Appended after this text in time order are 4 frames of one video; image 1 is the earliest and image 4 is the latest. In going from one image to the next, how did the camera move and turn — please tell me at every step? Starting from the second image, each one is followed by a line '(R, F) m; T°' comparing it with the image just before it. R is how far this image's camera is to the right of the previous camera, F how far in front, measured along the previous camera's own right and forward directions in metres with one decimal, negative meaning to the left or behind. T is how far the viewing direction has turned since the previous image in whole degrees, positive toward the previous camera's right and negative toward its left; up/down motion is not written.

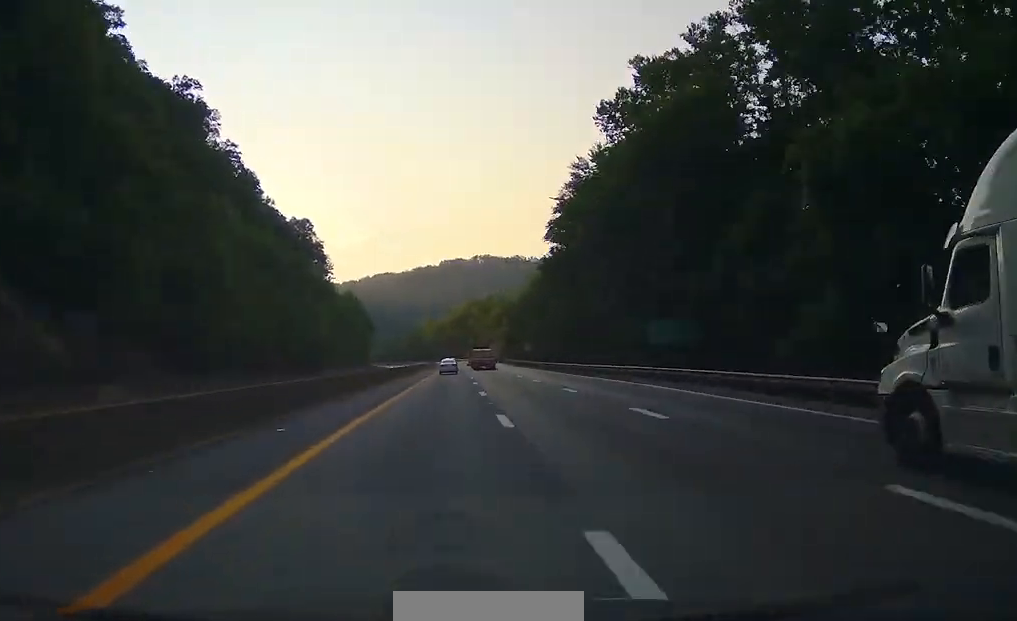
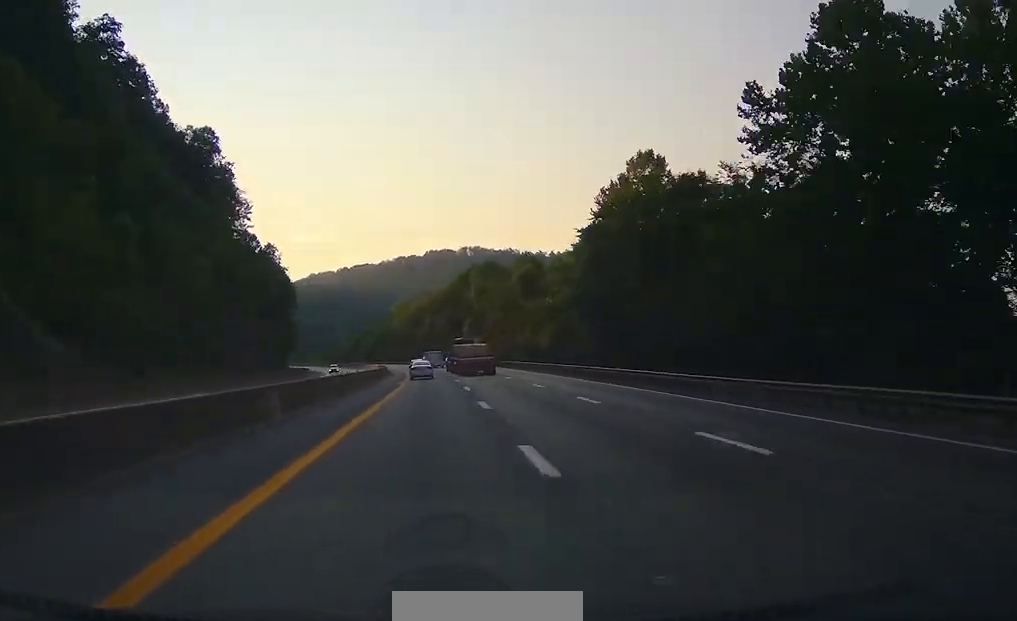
(+2.2, +125.7) m; -2°
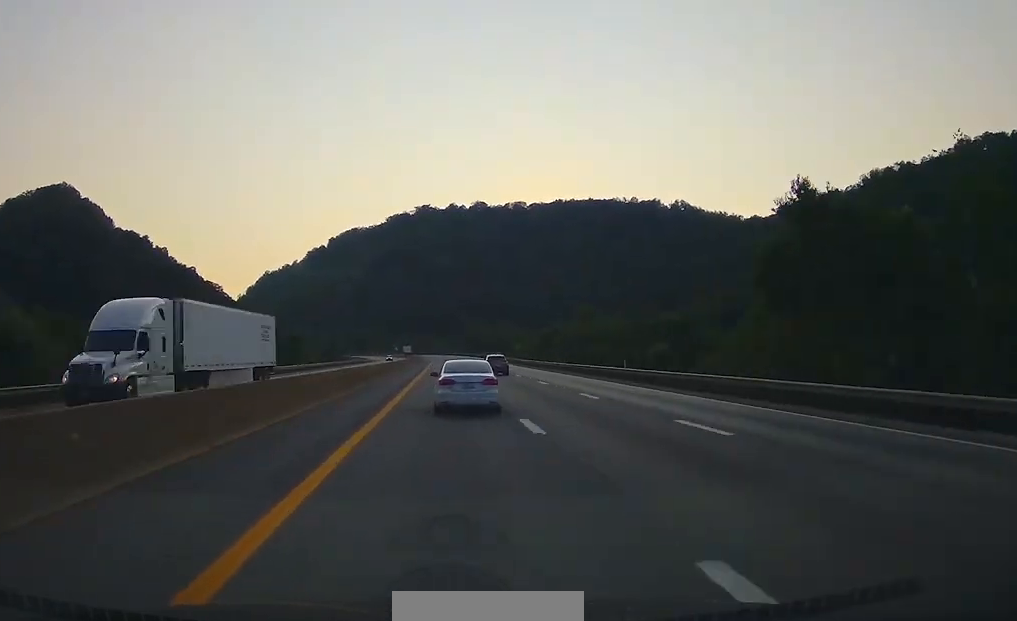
(-195.1, +501.6) m; -34°
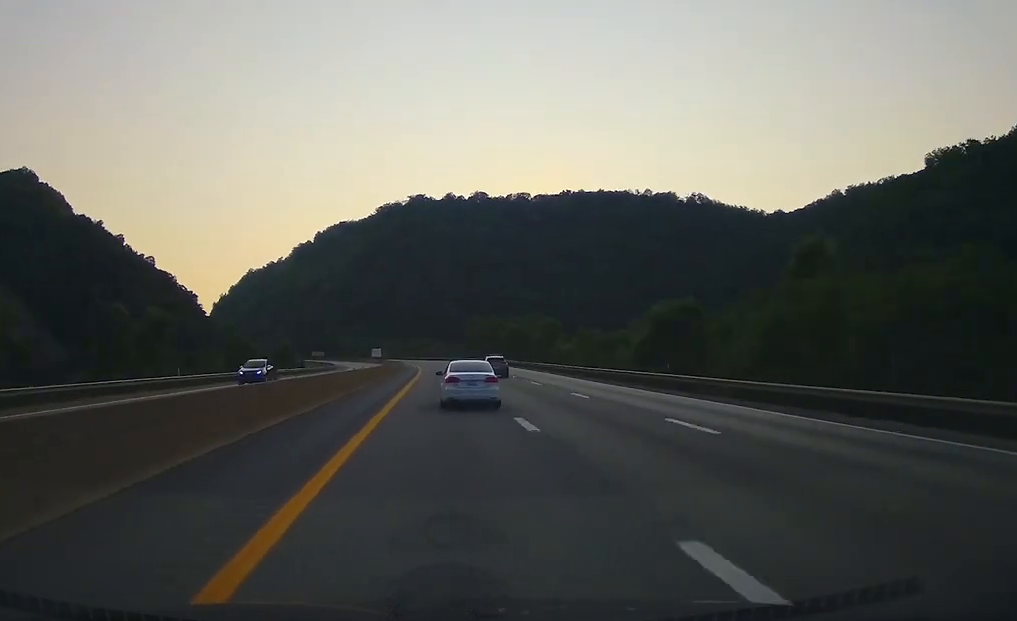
(+1.9, +112.0) m; -3°
